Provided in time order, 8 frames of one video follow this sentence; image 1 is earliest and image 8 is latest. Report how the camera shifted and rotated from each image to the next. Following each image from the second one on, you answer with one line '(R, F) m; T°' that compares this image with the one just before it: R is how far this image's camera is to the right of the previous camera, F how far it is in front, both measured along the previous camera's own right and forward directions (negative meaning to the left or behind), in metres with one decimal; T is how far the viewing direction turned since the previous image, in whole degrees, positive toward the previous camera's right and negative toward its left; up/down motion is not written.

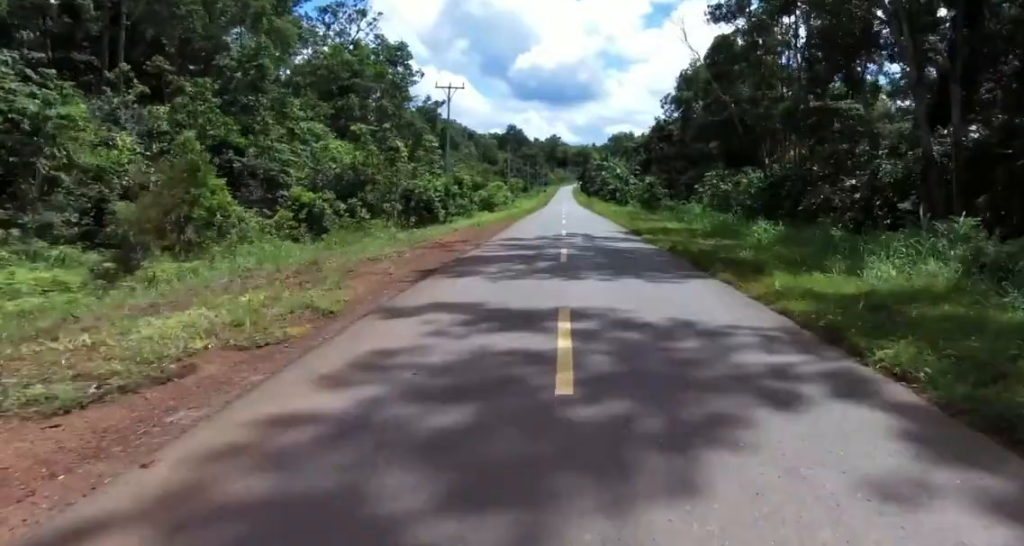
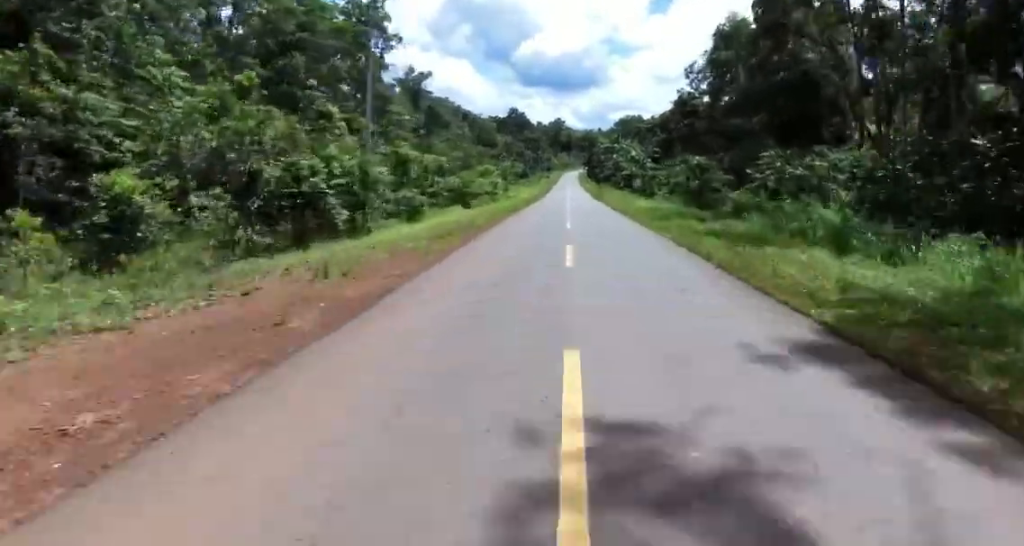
(+0.2, +19.1) m; +1°
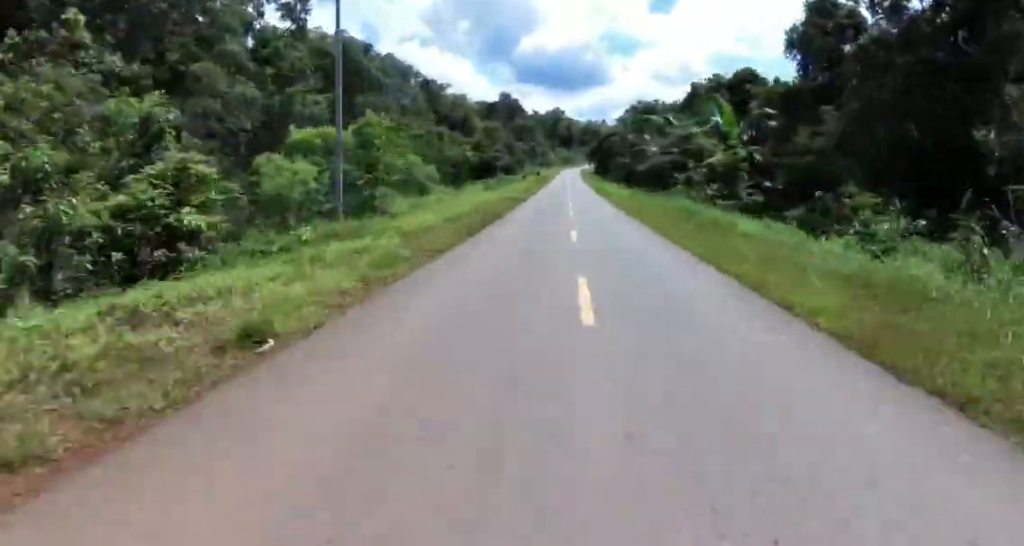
(+0.1, +54.3) m; 0°
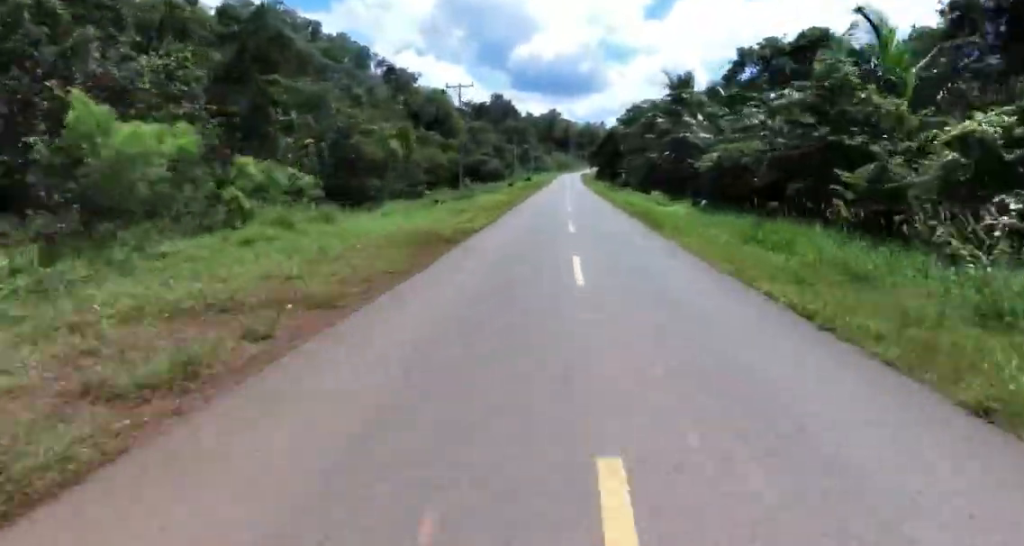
(0.0, +23.1) m; 0°
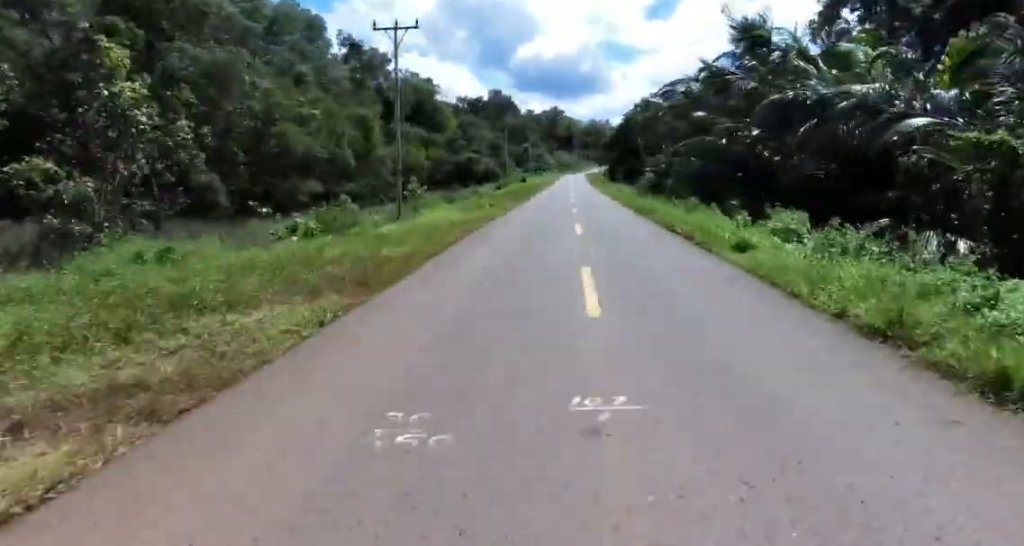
(0.0, +20.1) m; 0°
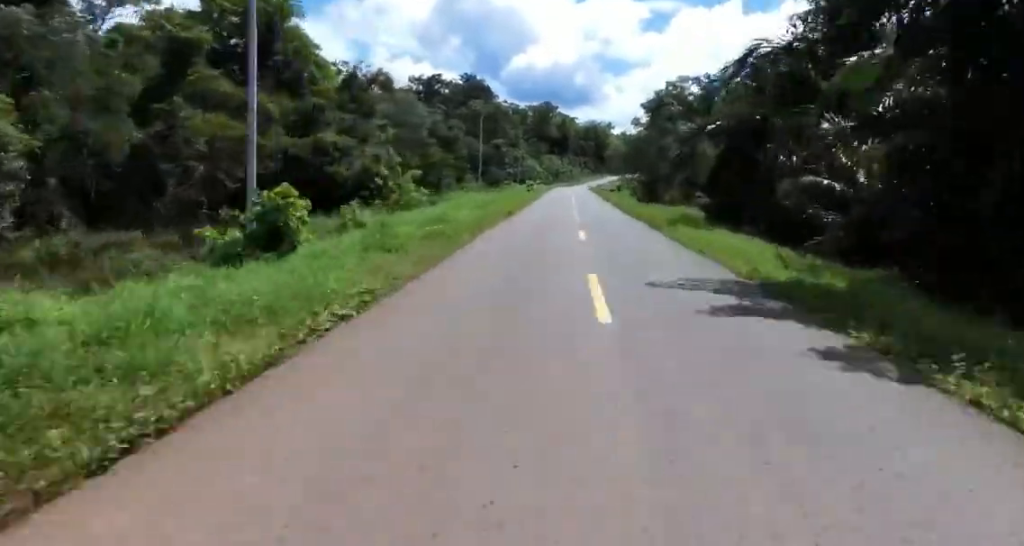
(+0.9, +65.9) m; +1°
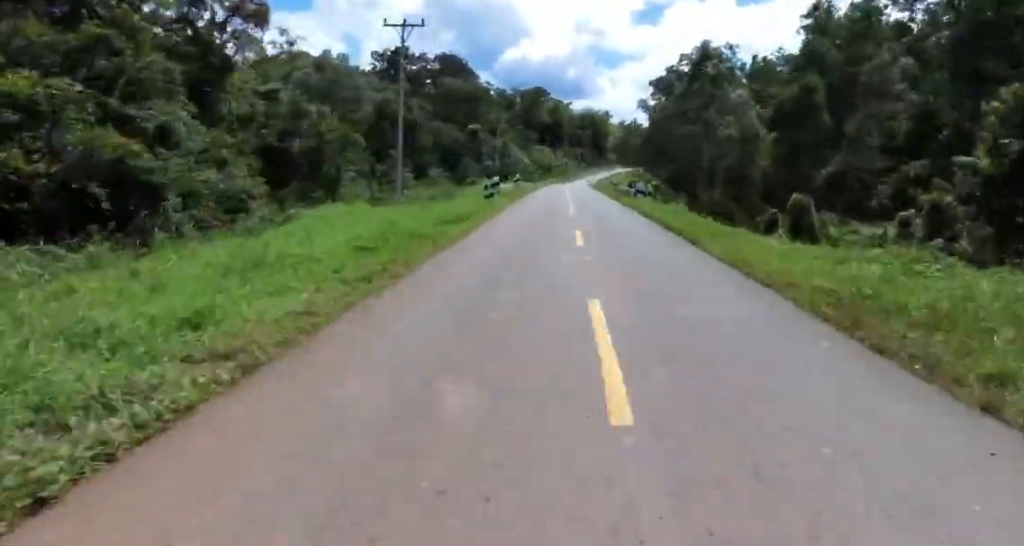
(-0.3, +27.1) m; -1°
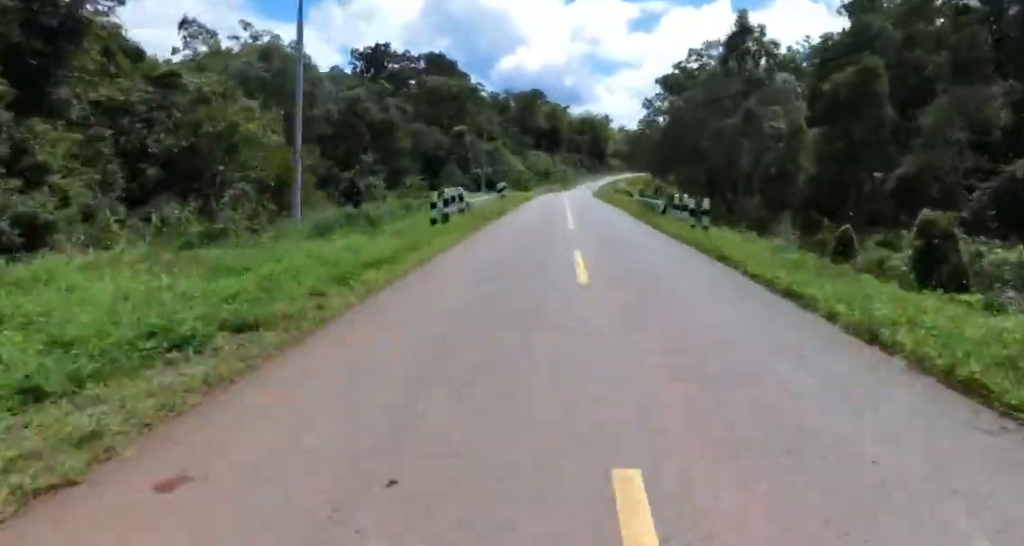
(-0.9, +13.6) m; 0°
